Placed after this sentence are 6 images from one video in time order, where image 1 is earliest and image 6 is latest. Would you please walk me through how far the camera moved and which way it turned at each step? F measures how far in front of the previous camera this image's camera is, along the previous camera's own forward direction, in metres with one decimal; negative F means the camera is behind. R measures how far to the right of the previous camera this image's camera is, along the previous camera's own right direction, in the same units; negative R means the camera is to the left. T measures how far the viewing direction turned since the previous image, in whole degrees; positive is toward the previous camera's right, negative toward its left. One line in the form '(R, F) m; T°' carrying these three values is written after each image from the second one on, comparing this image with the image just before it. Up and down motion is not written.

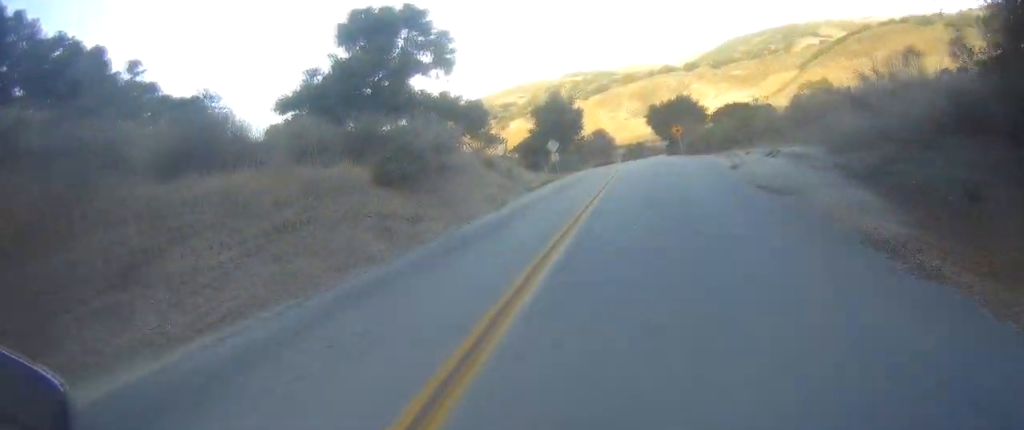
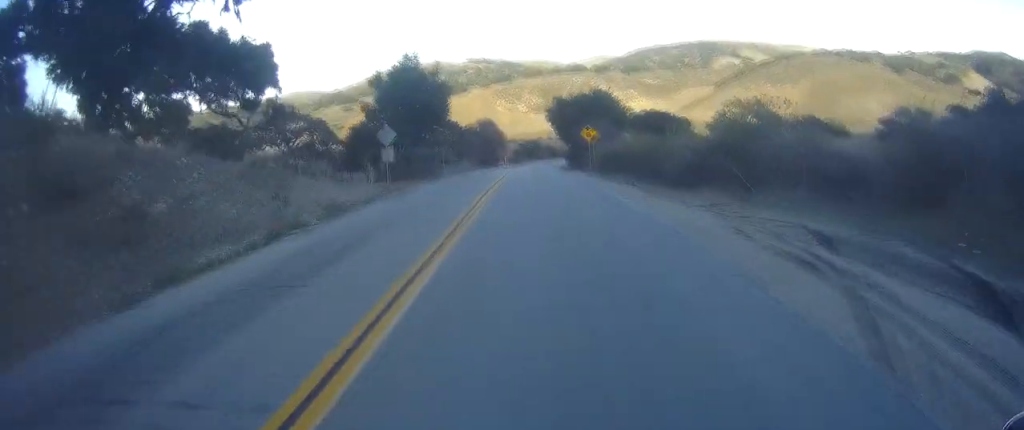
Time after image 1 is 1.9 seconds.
(+3.9, +21.8) m; +14°
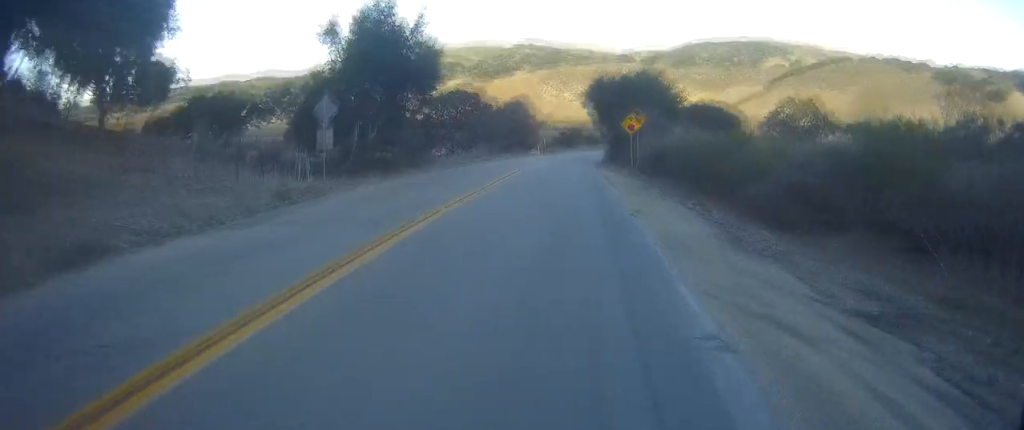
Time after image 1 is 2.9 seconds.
(+0.1, +12.3) m; -1°
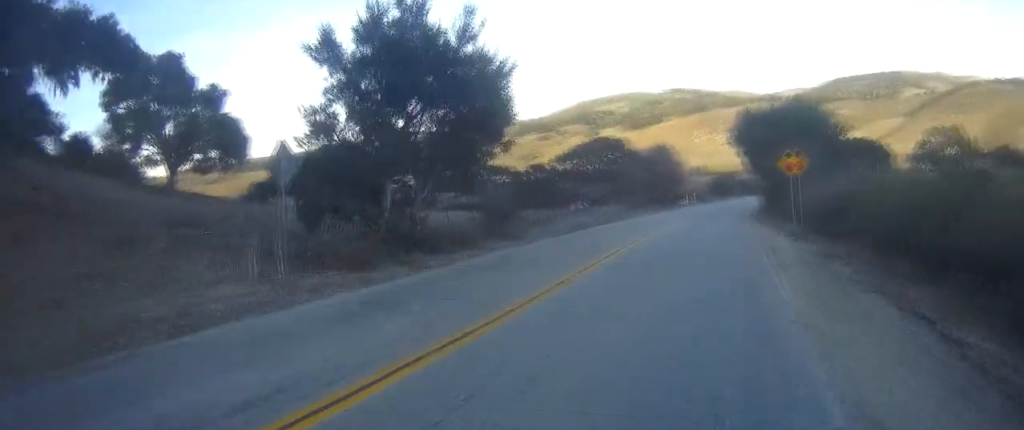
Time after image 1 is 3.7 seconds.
(-0.3, +10.5) m; -2°
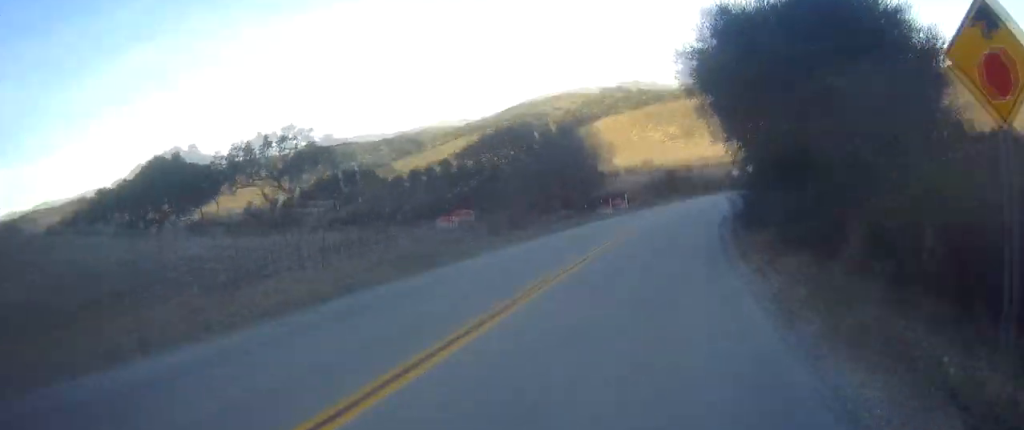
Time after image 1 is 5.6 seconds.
(-0.3, +25.4) m; 0°
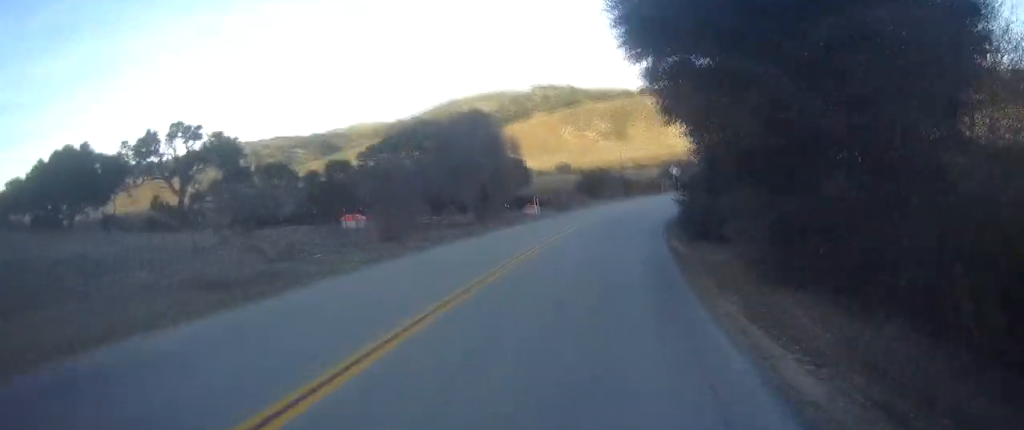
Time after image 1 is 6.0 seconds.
(0.0, +6.1) m; 0°
